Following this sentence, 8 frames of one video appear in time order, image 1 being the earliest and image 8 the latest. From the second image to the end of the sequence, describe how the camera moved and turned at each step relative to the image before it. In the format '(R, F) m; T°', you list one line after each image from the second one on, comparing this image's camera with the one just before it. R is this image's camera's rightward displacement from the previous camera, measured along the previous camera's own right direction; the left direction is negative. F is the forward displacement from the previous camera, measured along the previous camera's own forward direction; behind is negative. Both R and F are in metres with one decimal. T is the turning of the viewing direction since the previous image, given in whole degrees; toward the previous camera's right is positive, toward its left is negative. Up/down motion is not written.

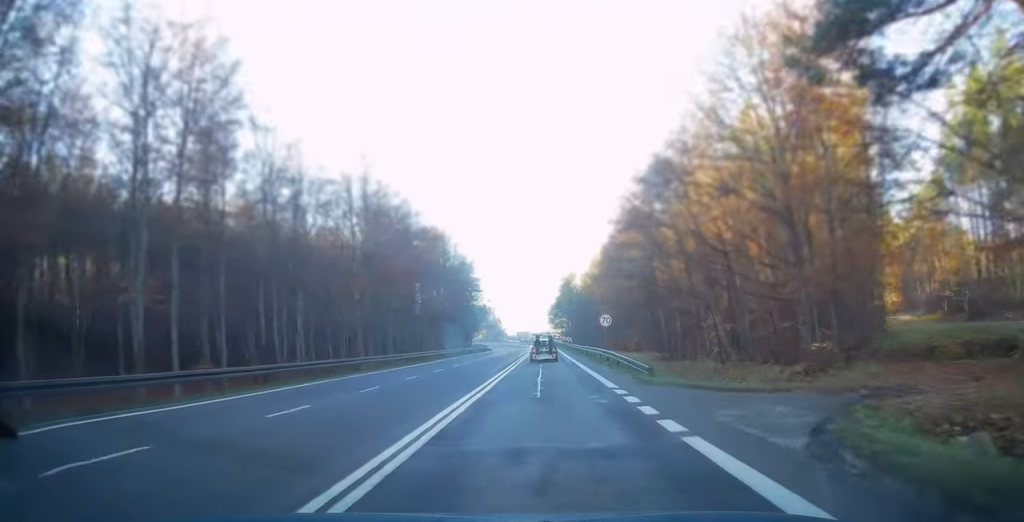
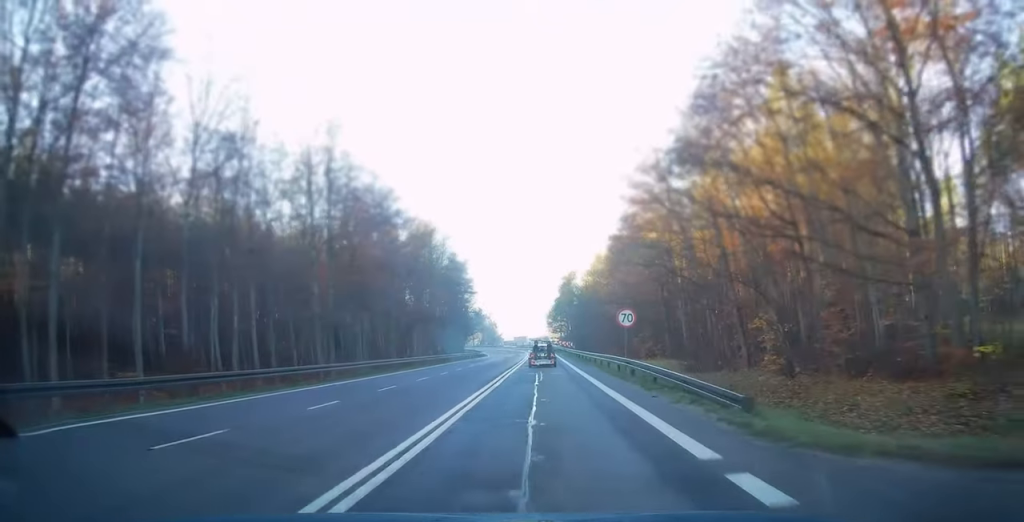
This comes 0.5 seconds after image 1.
(0.0, +9.6) m; 0°
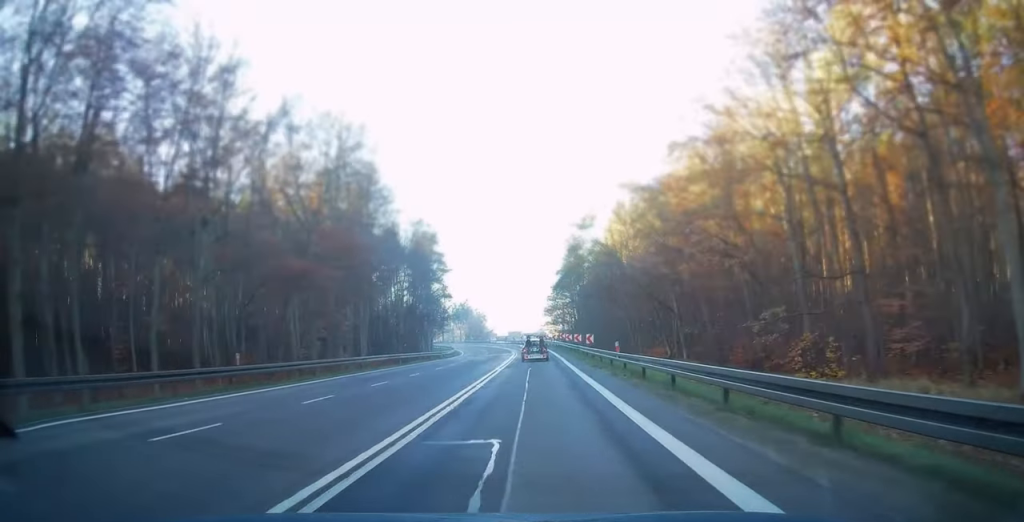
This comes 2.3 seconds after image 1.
(0.0, +36.5) m; 0°
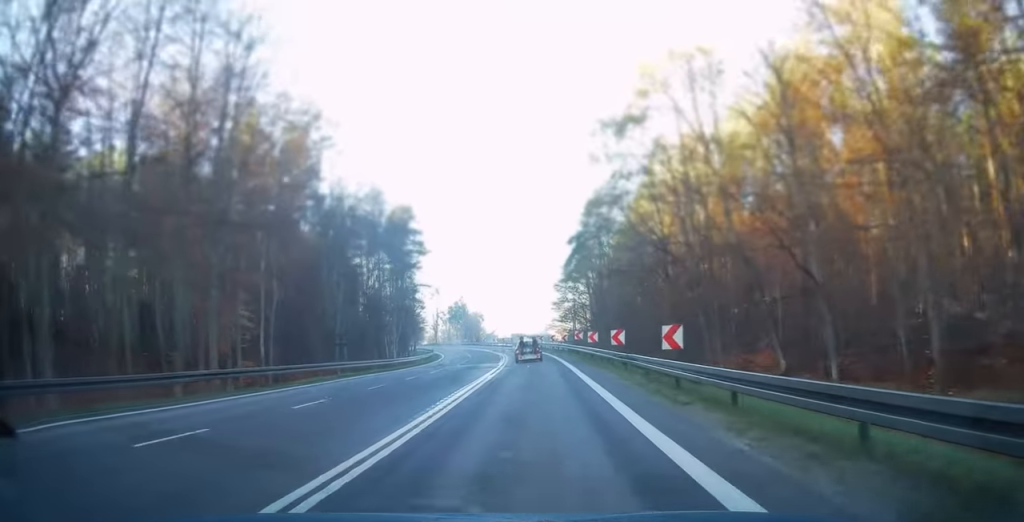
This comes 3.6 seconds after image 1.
(0.0, +24.7) m; -1°
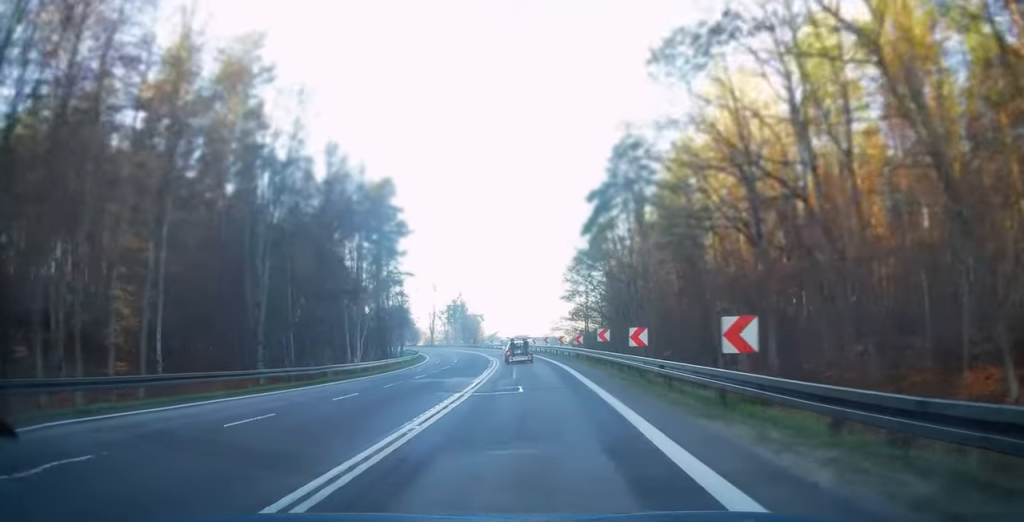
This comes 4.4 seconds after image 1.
(-0.2, +15.4) m; -1°
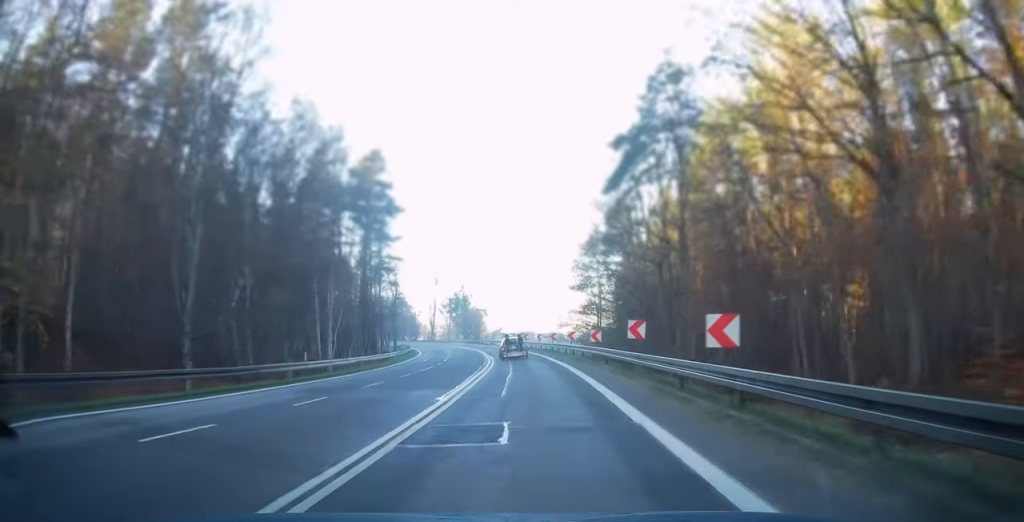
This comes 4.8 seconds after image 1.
(-0.1, +8.9) m; -1°
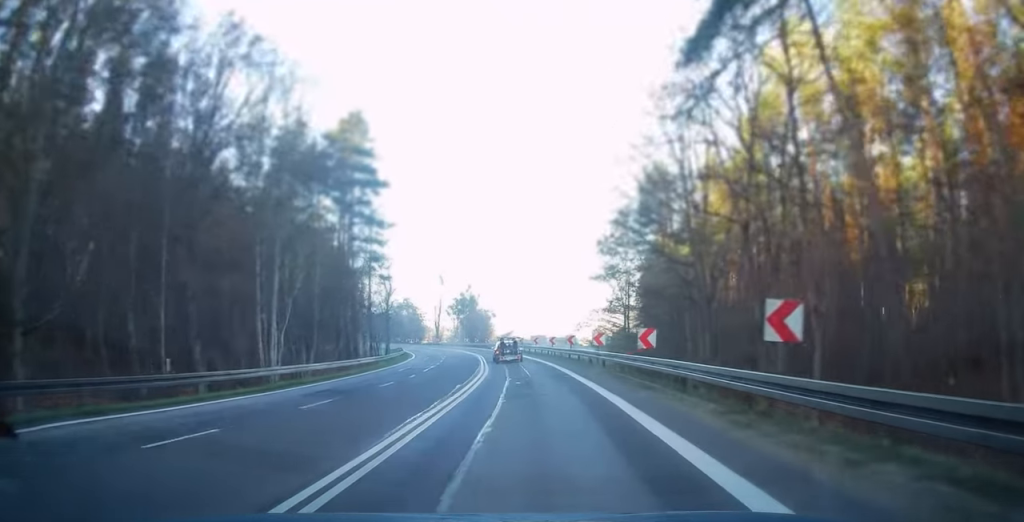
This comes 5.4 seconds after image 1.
(0.0, +12.1) m; -1°
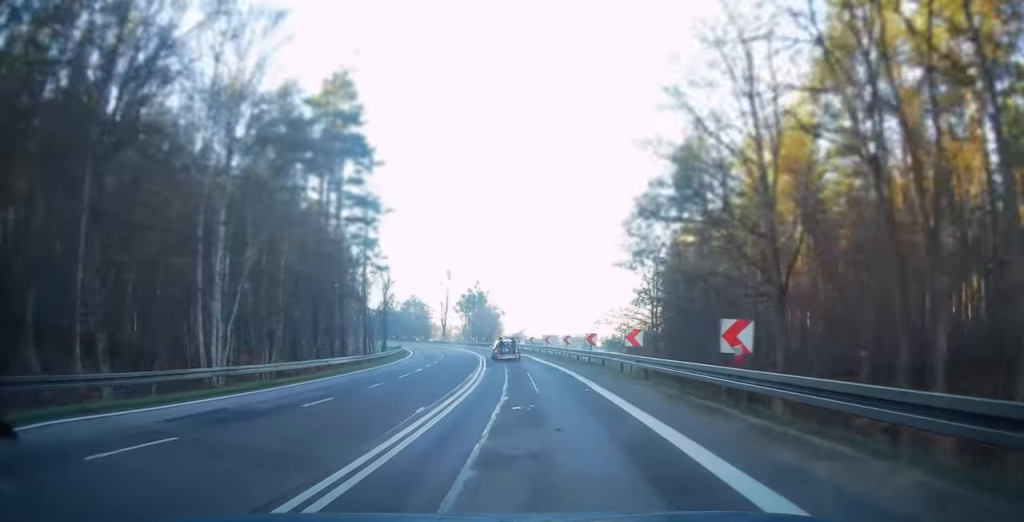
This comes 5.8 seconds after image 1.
(+0.2, +7.9) m; -1°
